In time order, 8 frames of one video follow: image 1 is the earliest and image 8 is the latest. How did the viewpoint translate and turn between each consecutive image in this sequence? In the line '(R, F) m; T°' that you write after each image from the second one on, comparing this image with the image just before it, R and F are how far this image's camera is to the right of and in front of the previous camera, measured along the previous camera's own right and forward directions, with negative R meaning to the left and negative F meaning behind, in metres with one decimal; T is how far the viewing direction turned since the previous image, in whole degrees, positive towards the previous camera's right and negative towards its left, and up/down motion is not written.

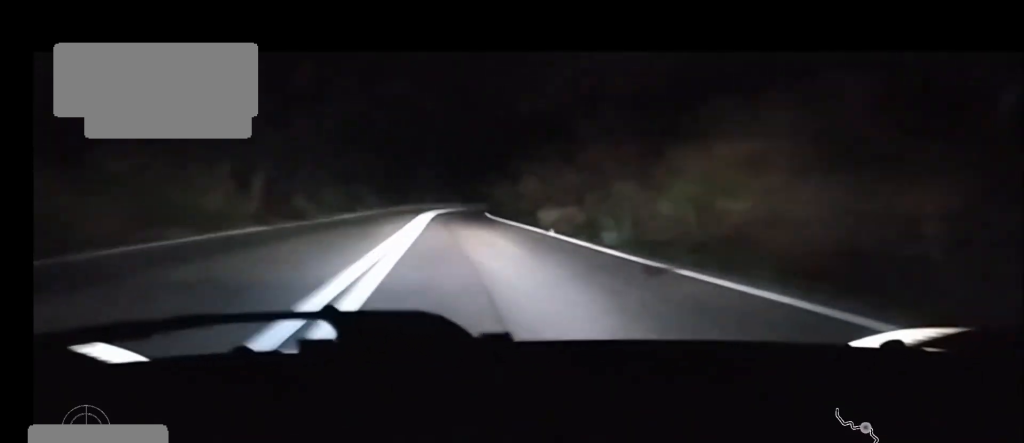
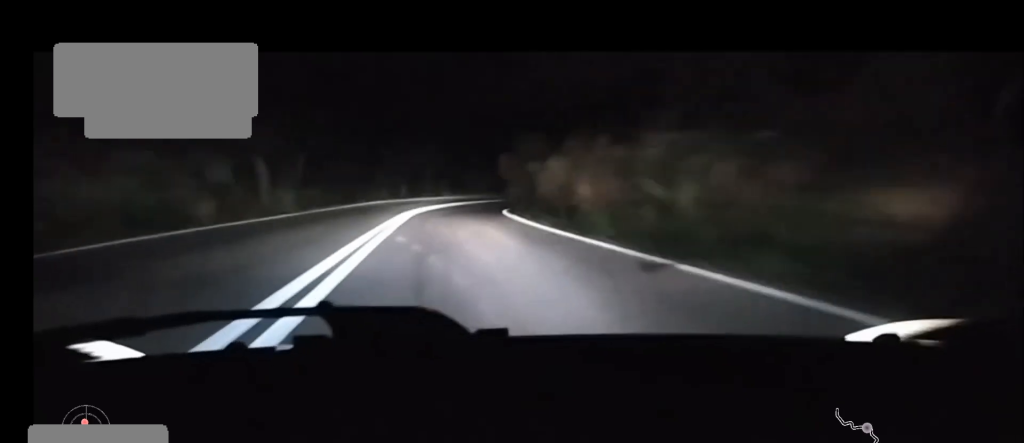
(+0.1, +26.6) m; +1°
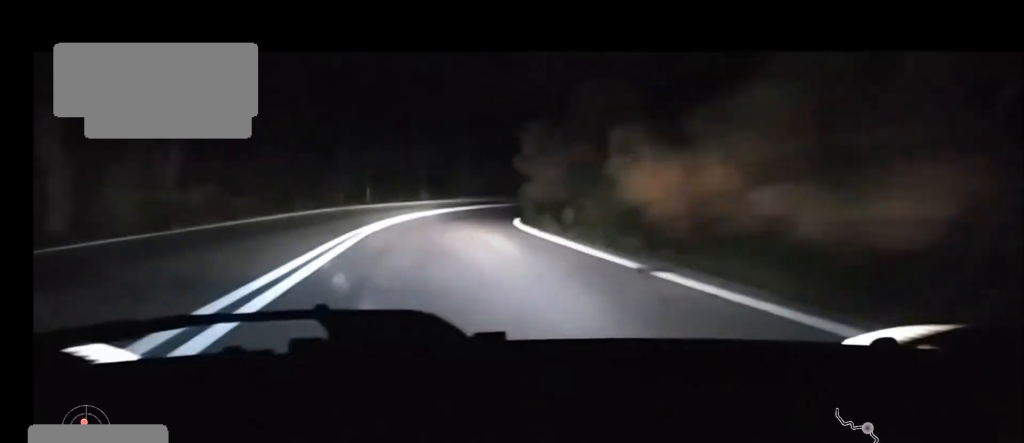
(-0.1, +11.8) m; +2°
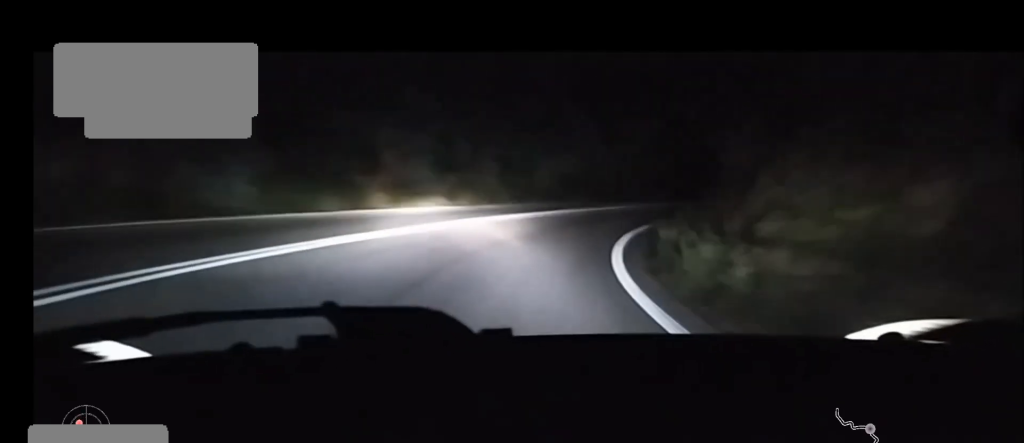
(+6.1, +41.1) m; +26°
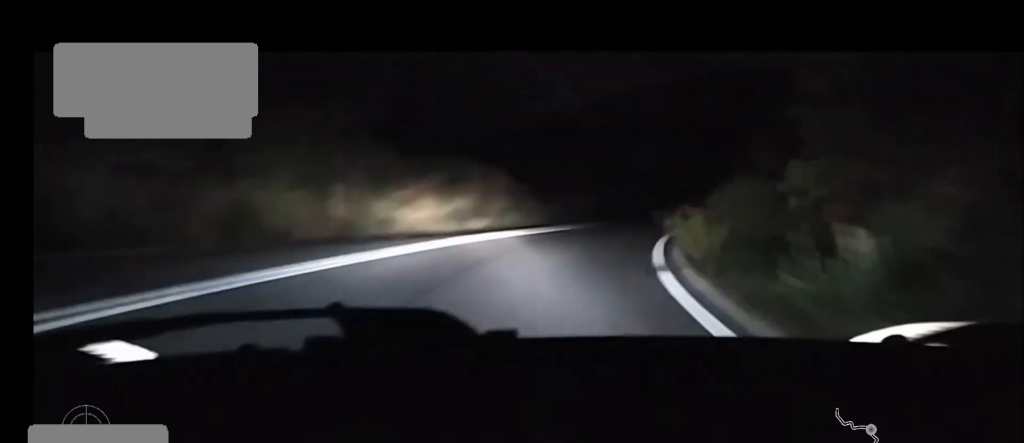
(+6.7, +25.2) m; +32°
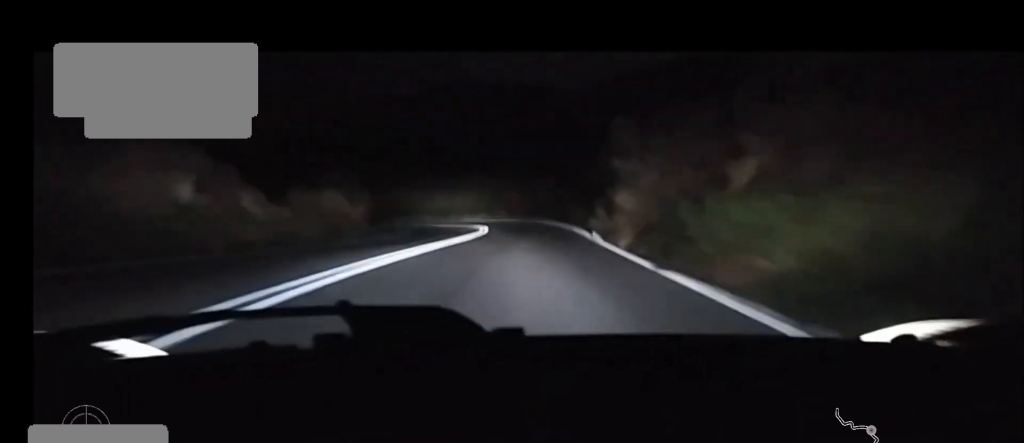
(+3.0, +16.5) m; +13°
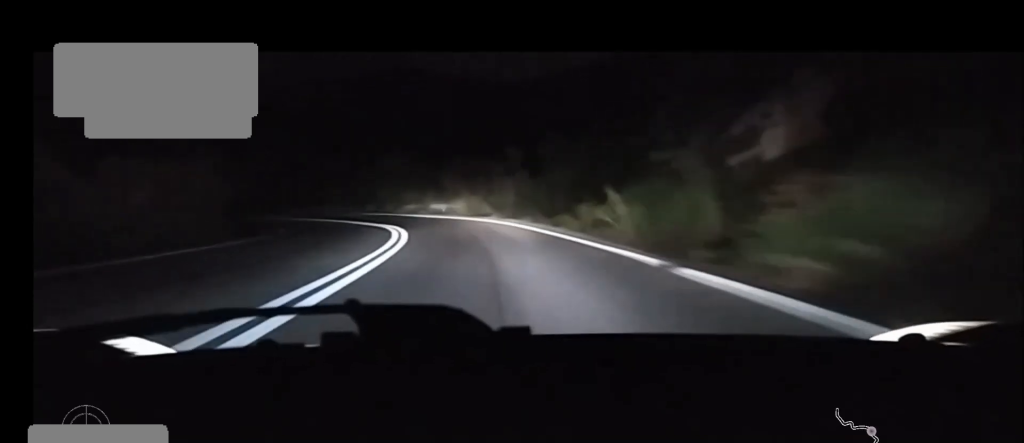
(+1.7, +18.7) m; +4°
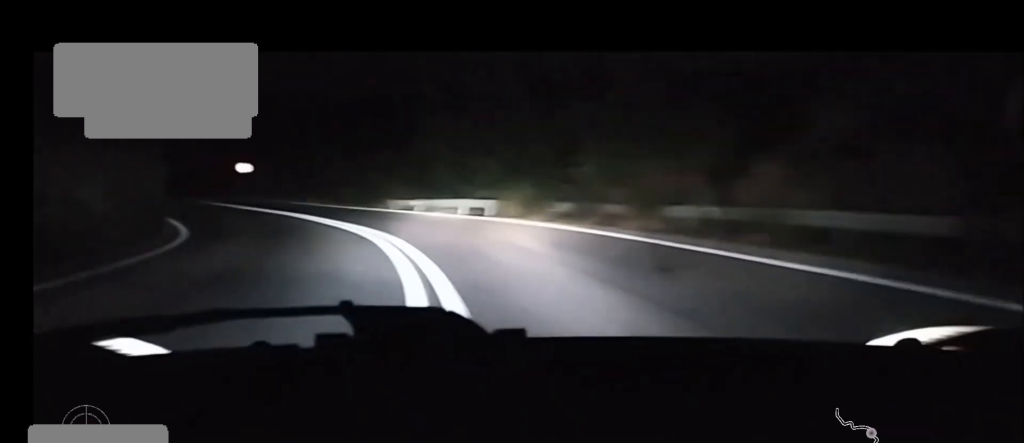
(-2.6, +31.8) m; -17°
